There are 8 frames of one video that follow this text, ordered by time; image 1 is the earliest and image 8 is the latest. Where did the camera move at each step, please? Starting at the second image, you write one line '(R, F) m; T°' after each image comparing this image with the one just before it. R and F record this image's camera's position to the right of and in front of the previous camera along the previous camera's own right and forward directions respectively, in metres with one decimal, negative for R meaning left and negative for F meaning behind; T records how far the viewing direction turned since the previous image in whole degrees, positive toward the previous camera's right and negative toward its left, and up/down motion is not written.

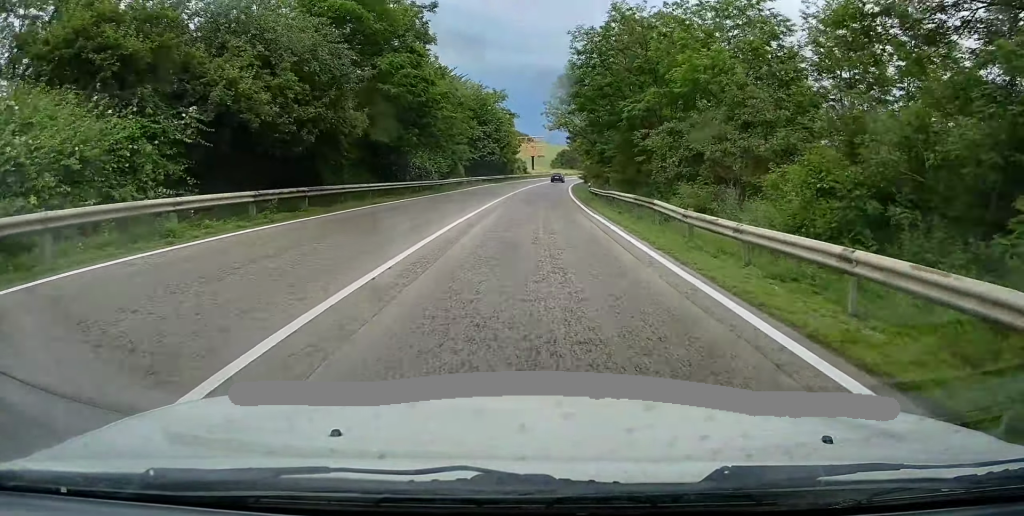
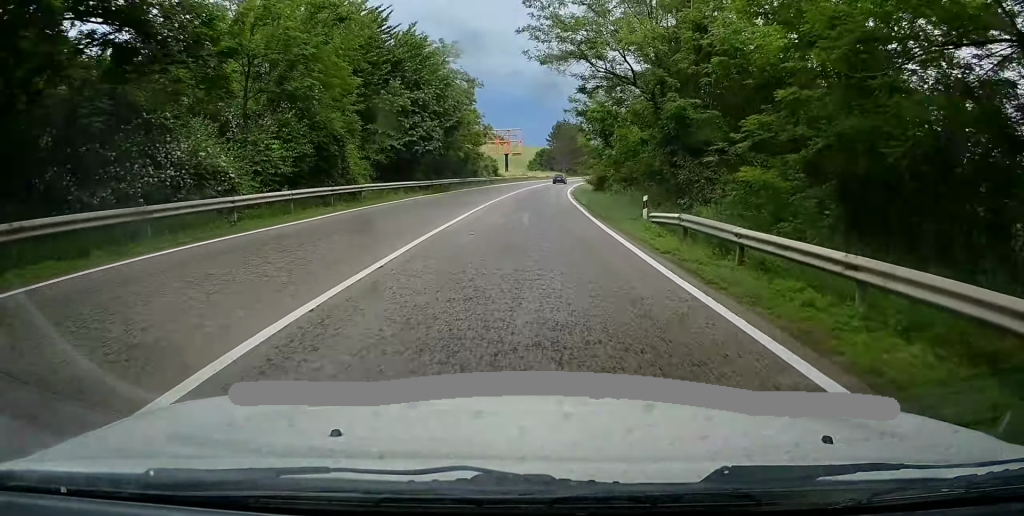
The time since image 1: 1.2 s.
(+0.9, +30.9) m; +3°
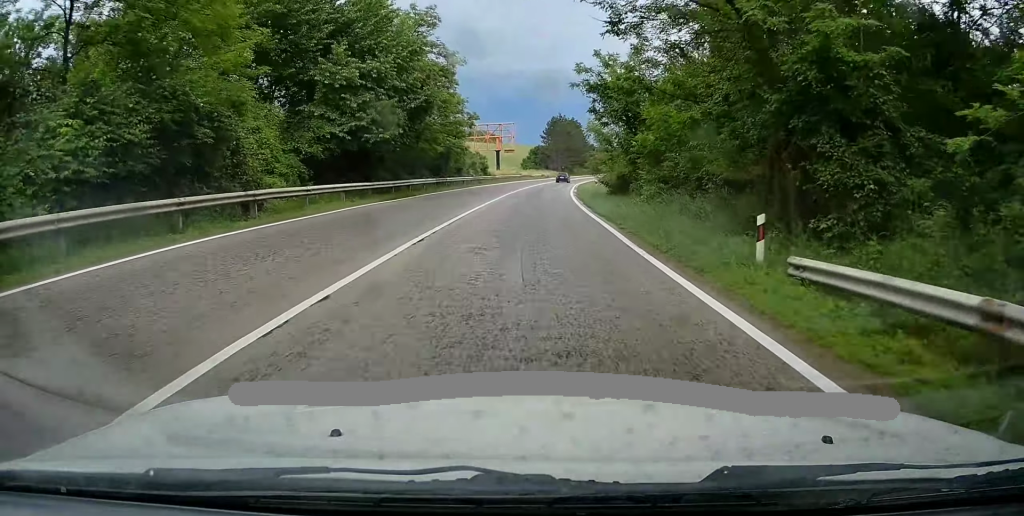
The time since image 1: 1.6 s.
(+0.3, +10.3) m; 0°
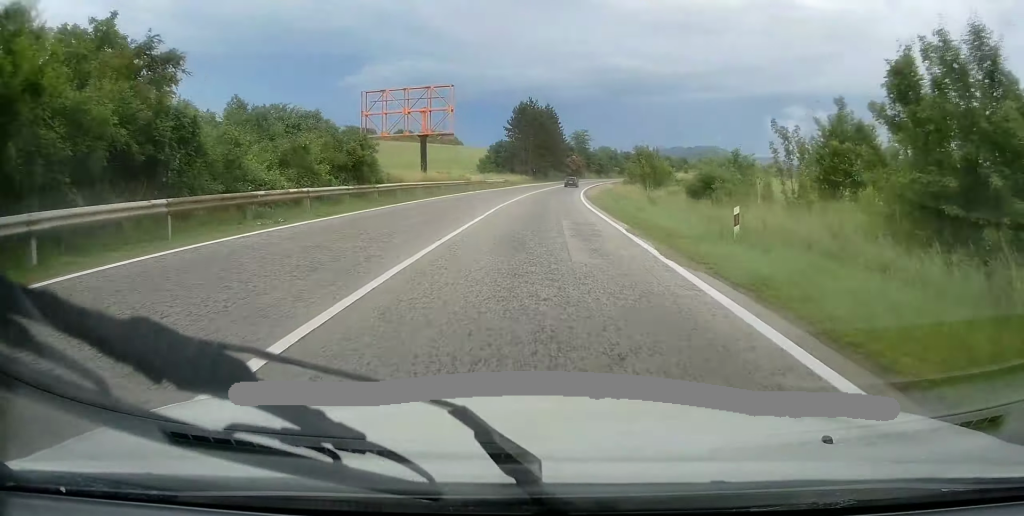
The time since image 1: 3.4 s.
(+0.7, +46.0) m; +3°
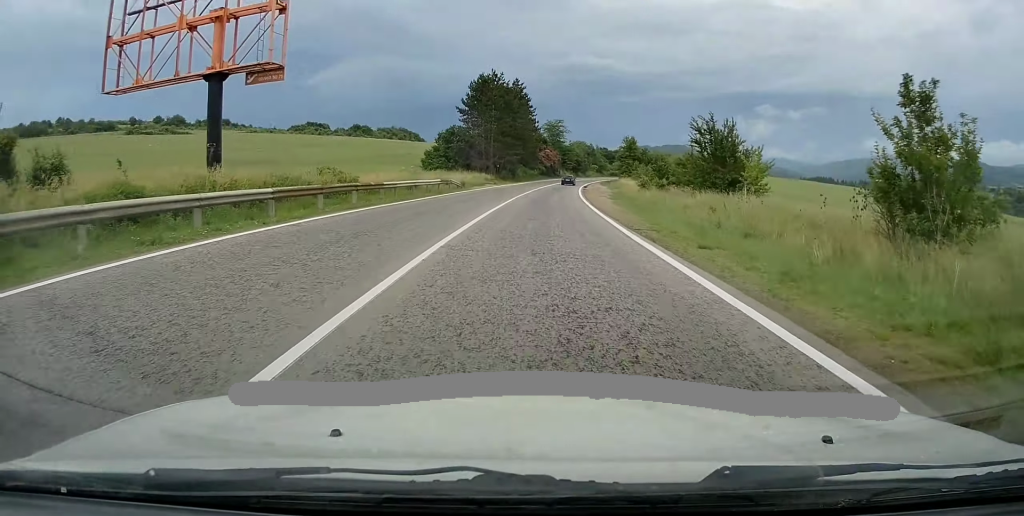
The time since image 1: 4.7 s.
(+1.0, +32.9) m; +2°
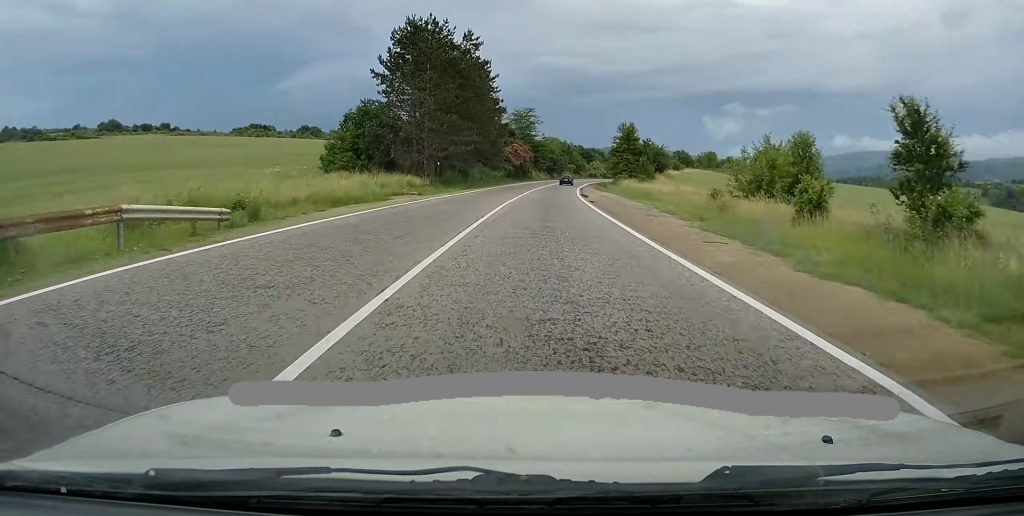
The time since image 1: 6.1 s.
(+0.4, +35.3) m; +3°
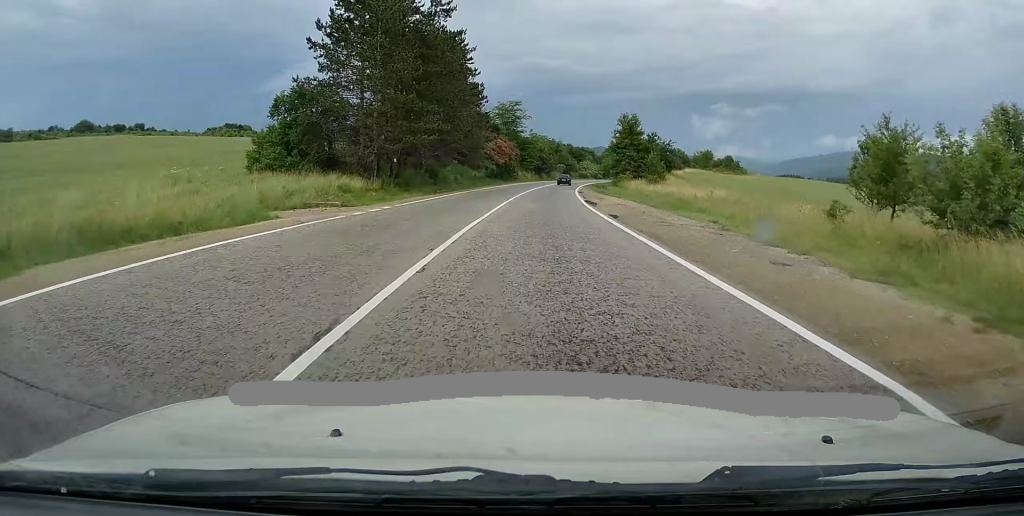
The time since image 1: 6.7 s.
(+0.4, +14.3) m; +2°
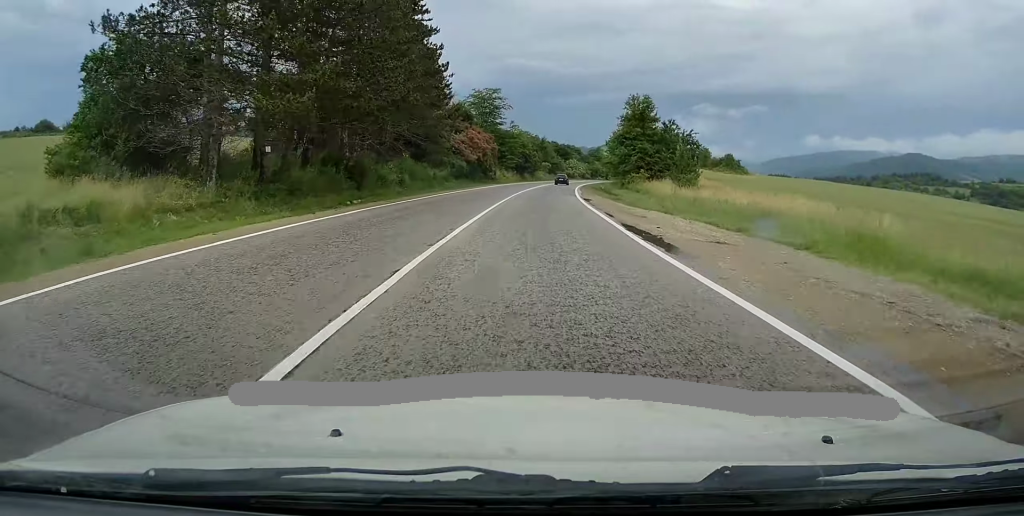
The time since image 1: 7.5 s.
(+0.4, +20.2) m; +2°
